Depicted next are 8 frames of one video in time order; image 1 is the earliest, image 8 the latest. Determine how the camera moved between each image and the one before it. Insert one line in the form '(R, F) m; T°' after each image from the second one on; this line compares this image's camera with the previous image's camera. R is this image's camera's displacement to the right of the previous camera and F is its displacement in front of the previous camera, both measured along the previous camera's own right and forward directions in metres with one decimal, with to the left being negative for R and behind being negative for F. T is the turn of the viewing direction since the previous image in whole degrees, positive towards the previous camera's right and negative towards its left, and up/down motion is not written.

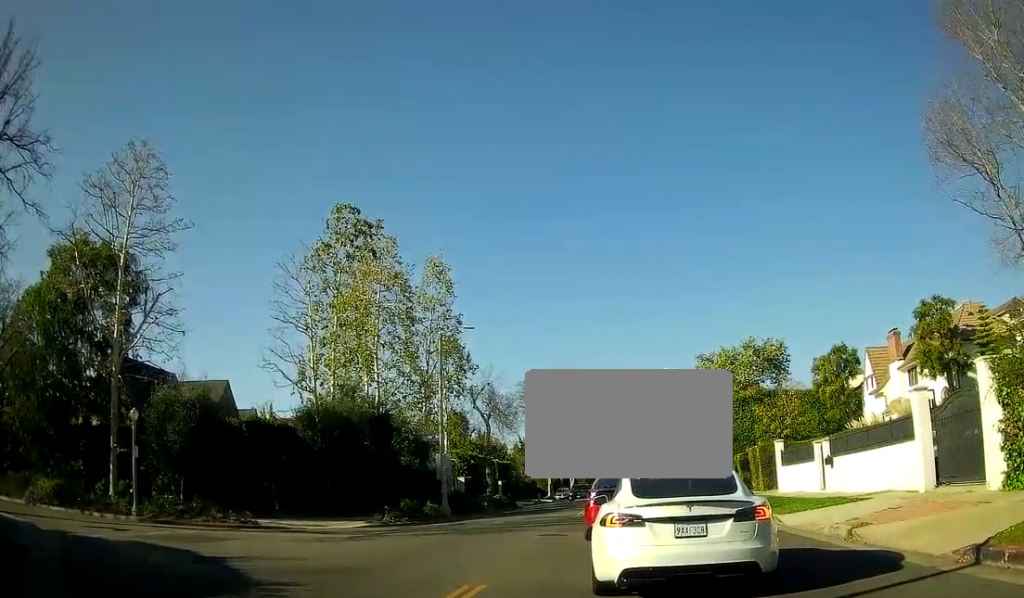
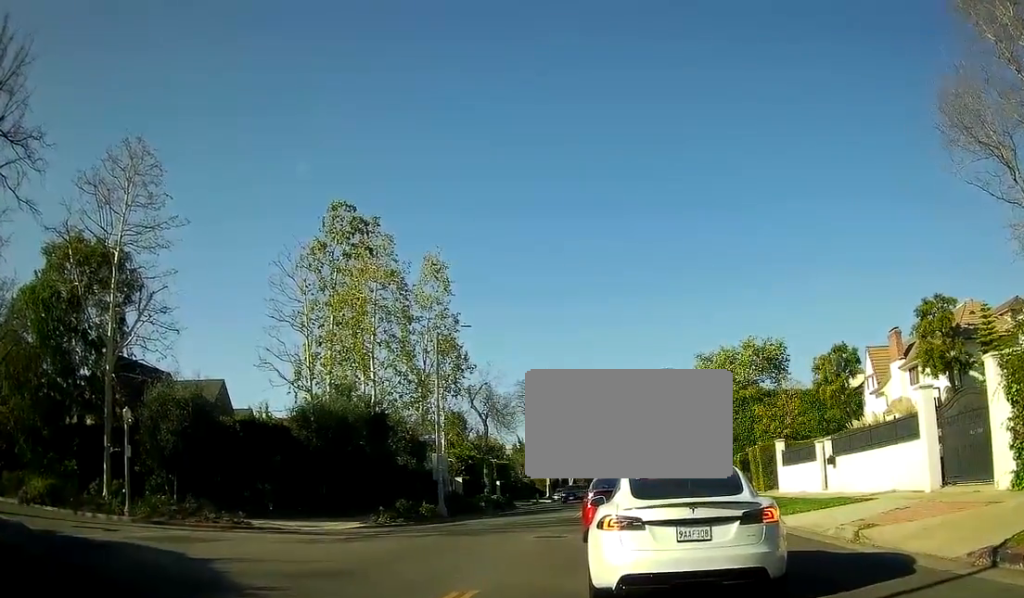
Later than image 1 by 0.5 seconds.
(0.0, +0.5) m; 0°
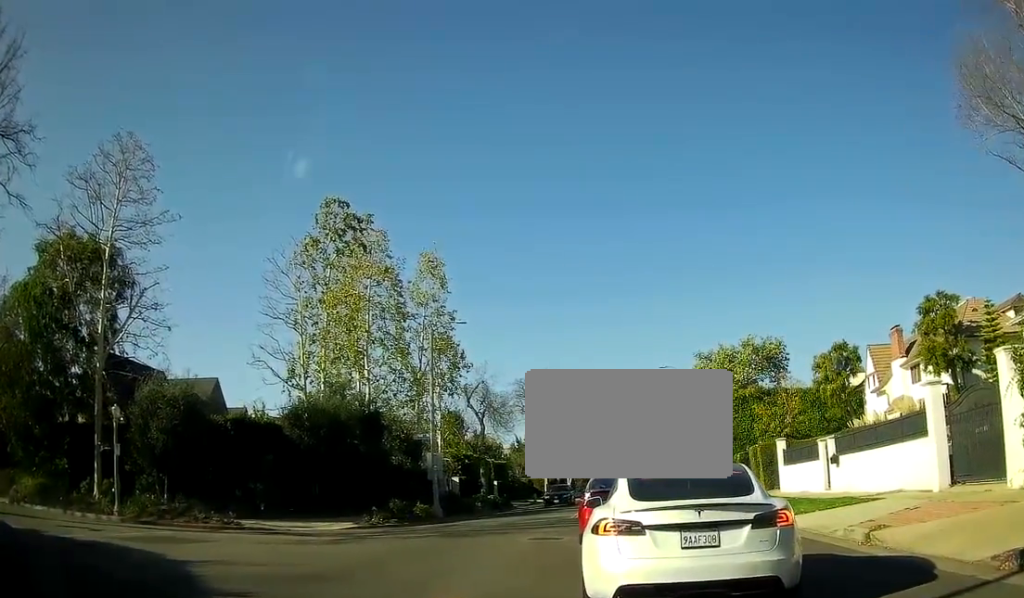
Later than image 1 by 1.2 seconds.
(0.0, +0.7) m; 0°
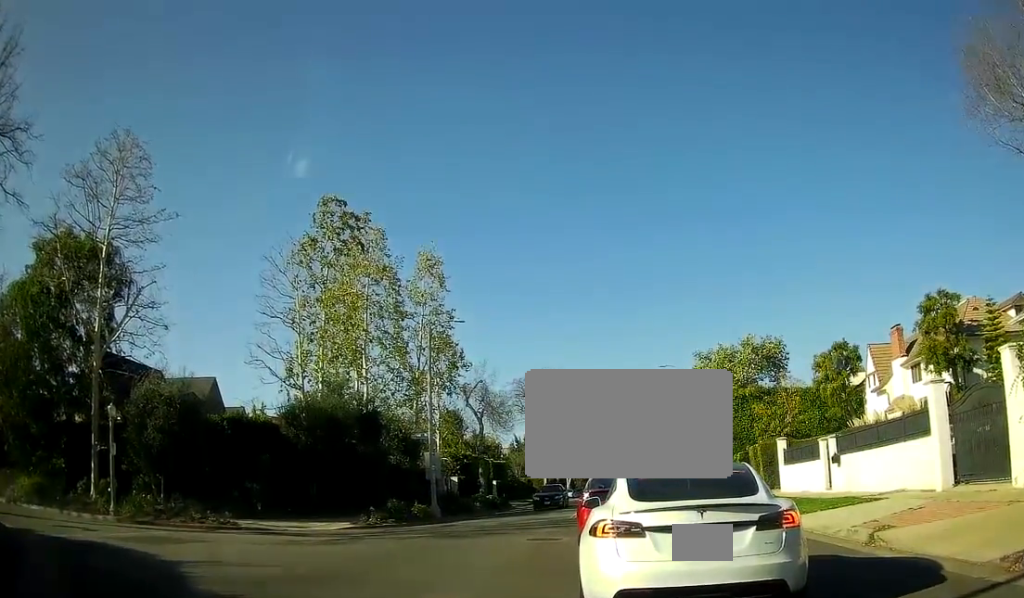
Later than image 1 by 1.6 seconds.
(0.0, +0.3) m; 0°
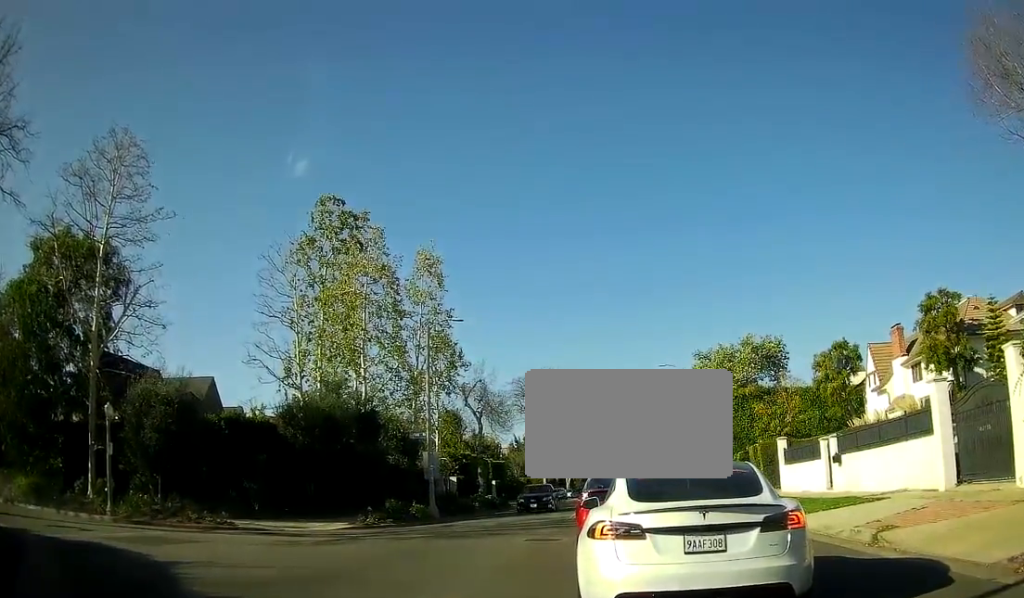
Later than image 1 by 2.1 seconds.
(0.0, +0.3) m; 0°
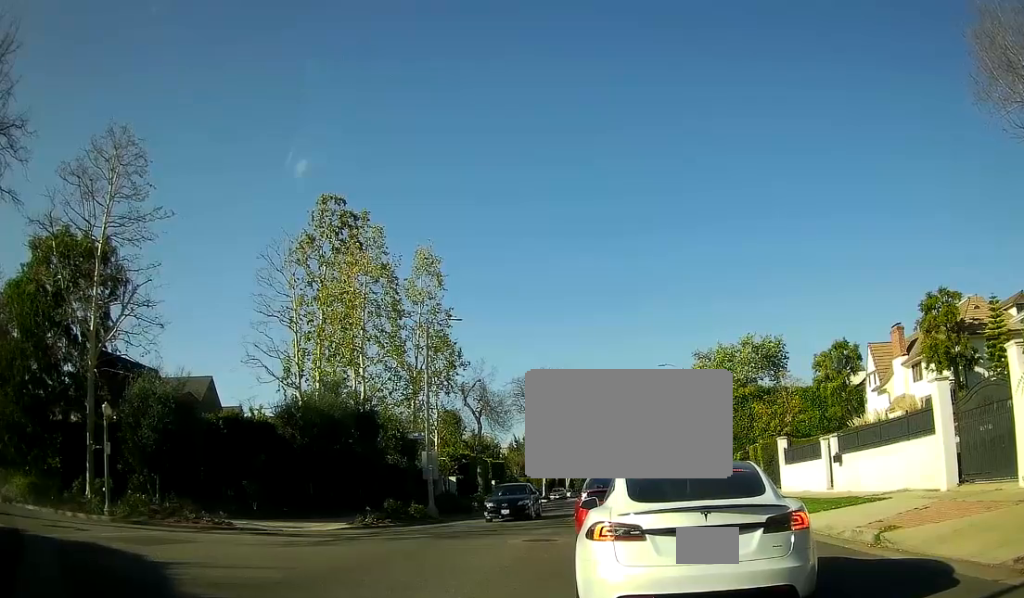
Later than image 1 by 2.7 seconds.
(0.0, +0.3) m; 0°
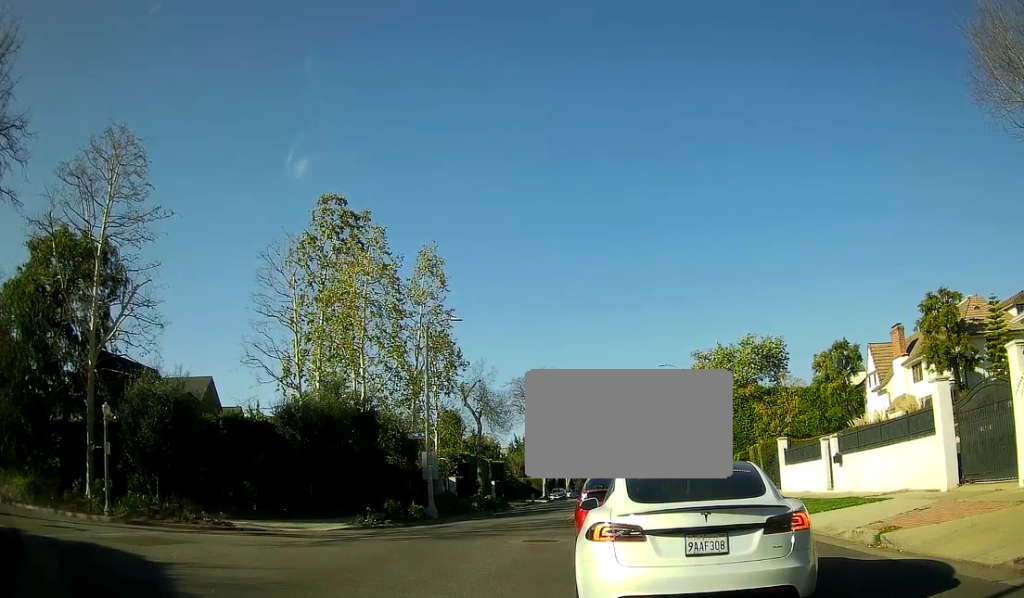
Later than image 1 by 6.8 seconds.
(0.0, +0.6) m; 0°
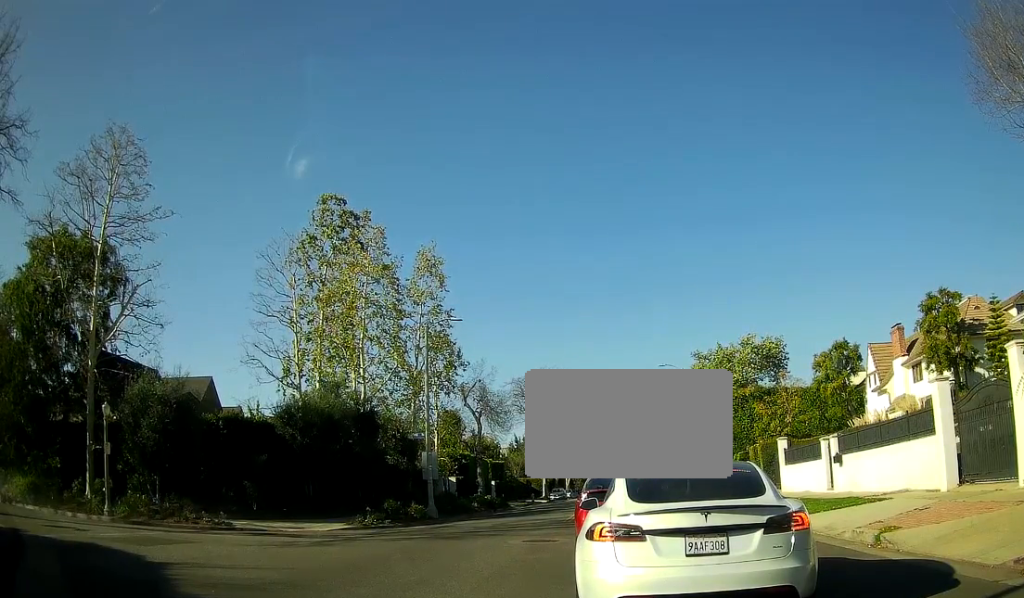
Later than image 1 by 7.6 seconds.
(0.0, 0.0) m; 0°
